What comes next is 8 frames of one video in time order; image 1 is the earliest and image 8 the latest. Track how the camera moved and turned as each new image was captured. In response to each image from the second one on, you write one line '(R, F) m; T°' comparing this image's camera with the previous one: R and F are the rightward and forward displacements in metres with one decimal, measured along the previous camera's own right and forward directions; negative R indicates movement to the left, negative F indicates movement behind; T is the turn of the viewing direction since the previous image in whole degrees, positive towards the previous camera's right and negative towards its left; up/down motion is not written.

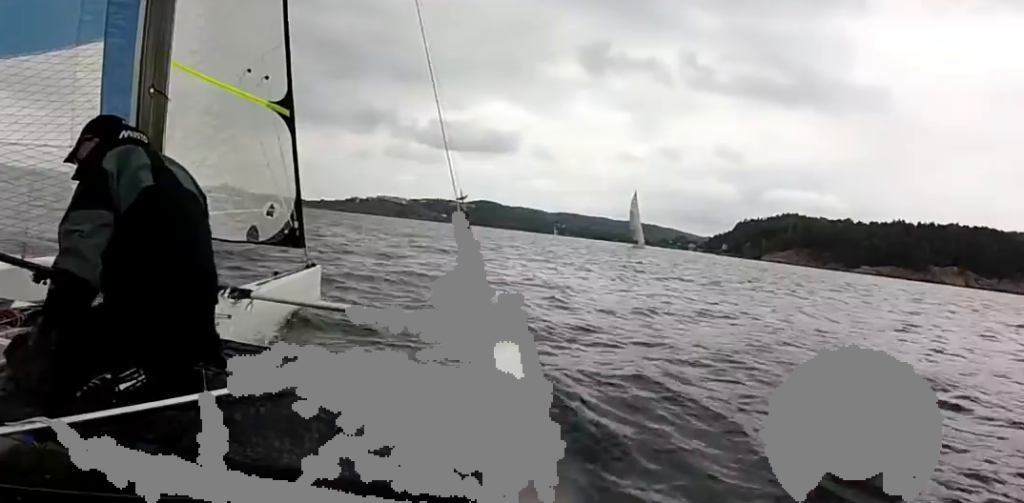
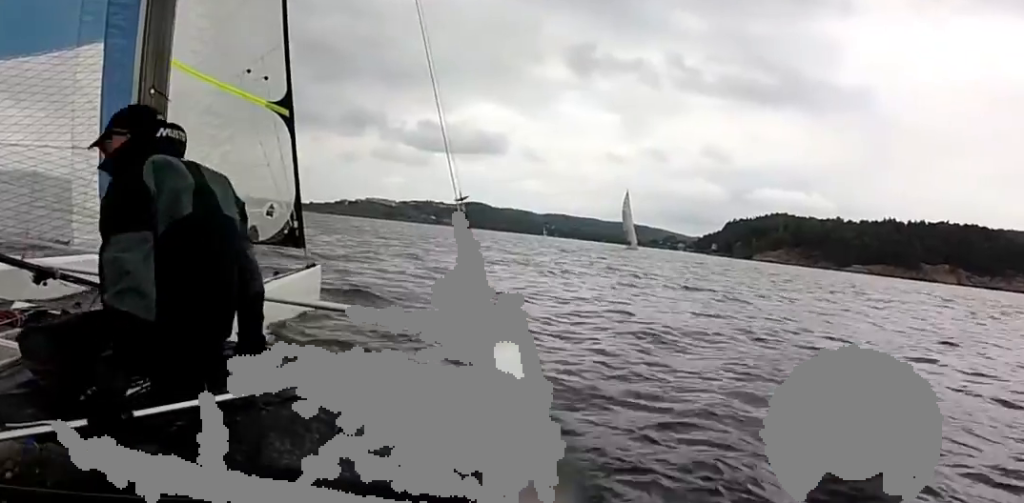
(0.0, +3.0) m; 0°
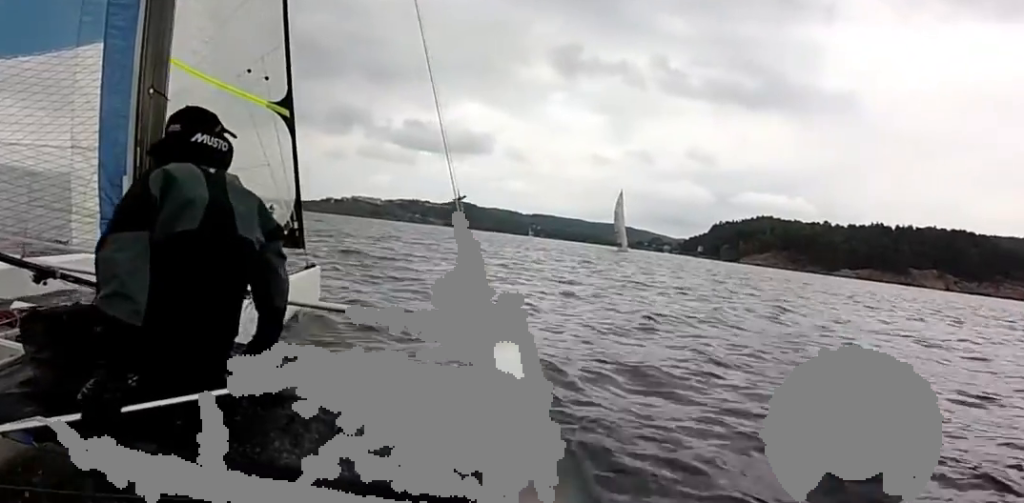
(0.0, +4.0) m; +1°
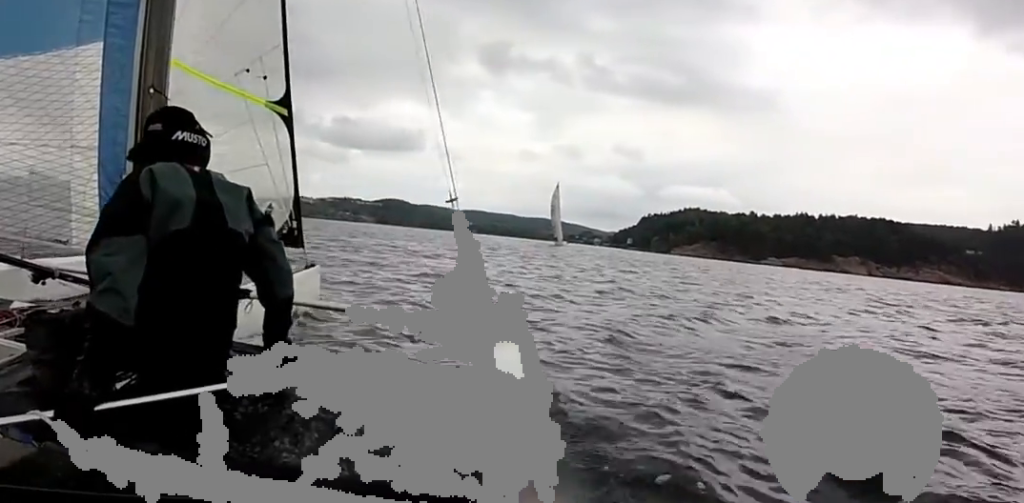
(+0.1, +3.9) m; +14°
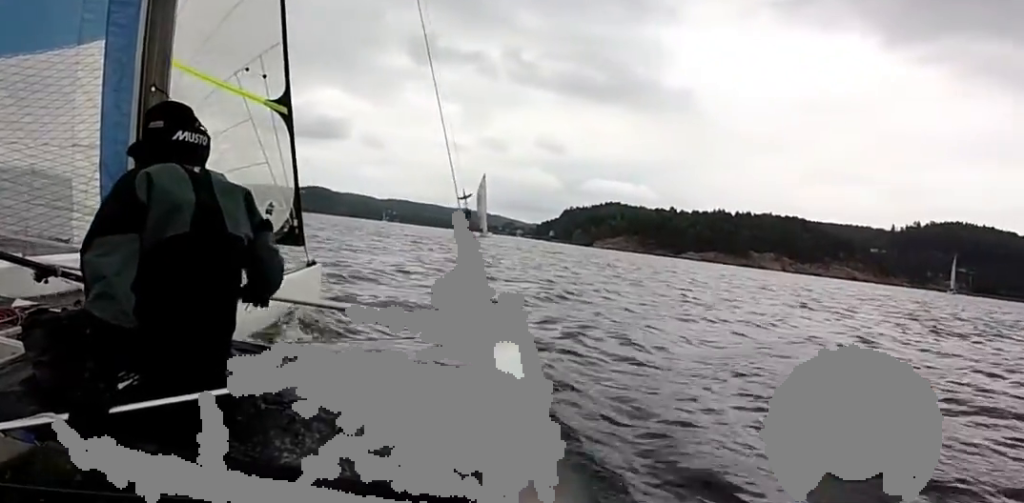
(+0.4, +2.8) m; +3°
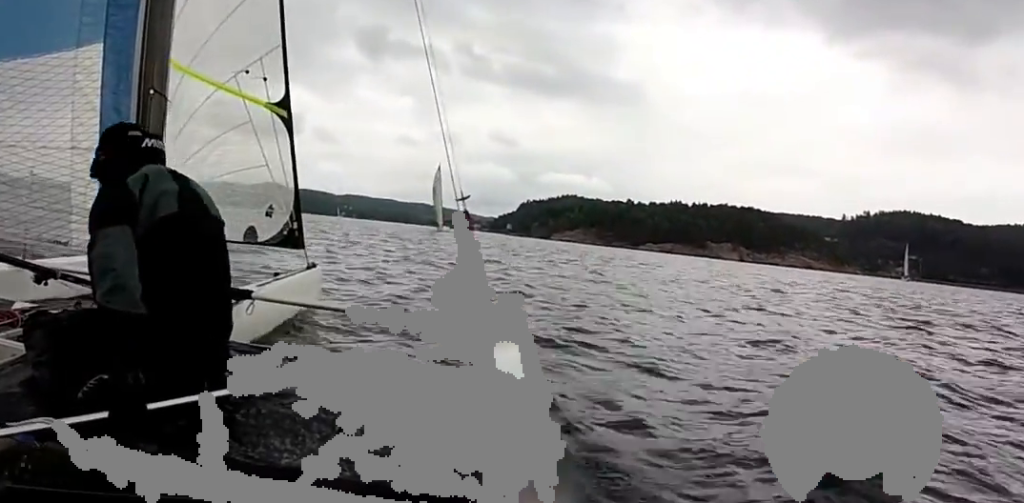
(+0.2, +4.6) m; +1°
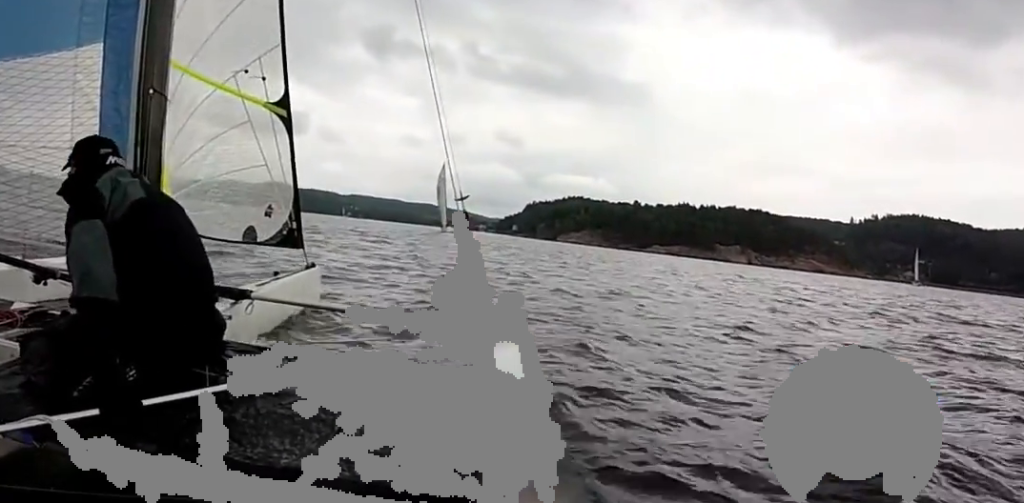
(-0.7, +2.5) m; +2°
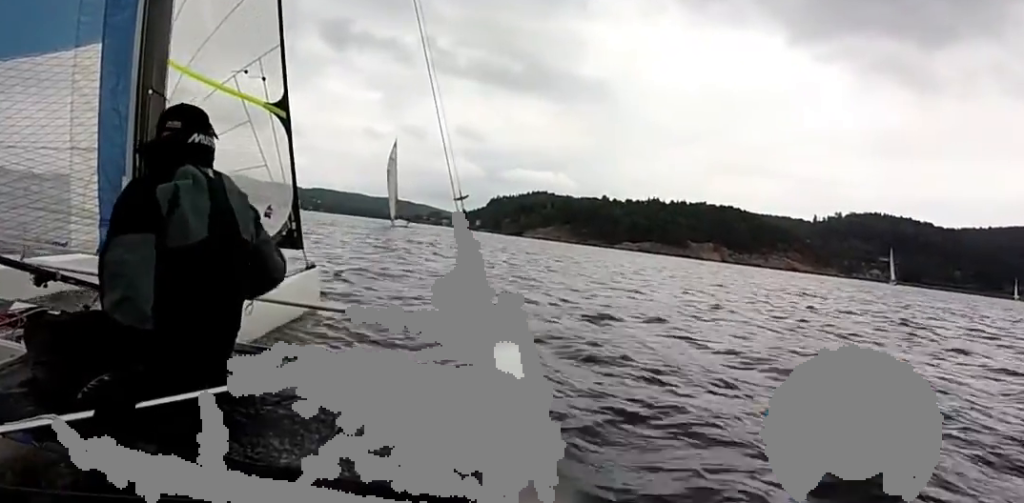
(+0.8, +13.8) m; +9°
